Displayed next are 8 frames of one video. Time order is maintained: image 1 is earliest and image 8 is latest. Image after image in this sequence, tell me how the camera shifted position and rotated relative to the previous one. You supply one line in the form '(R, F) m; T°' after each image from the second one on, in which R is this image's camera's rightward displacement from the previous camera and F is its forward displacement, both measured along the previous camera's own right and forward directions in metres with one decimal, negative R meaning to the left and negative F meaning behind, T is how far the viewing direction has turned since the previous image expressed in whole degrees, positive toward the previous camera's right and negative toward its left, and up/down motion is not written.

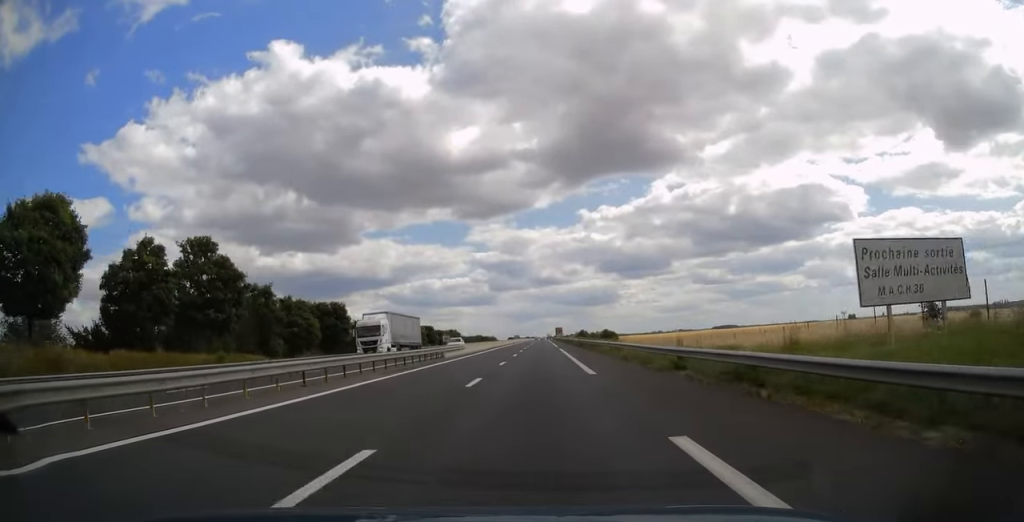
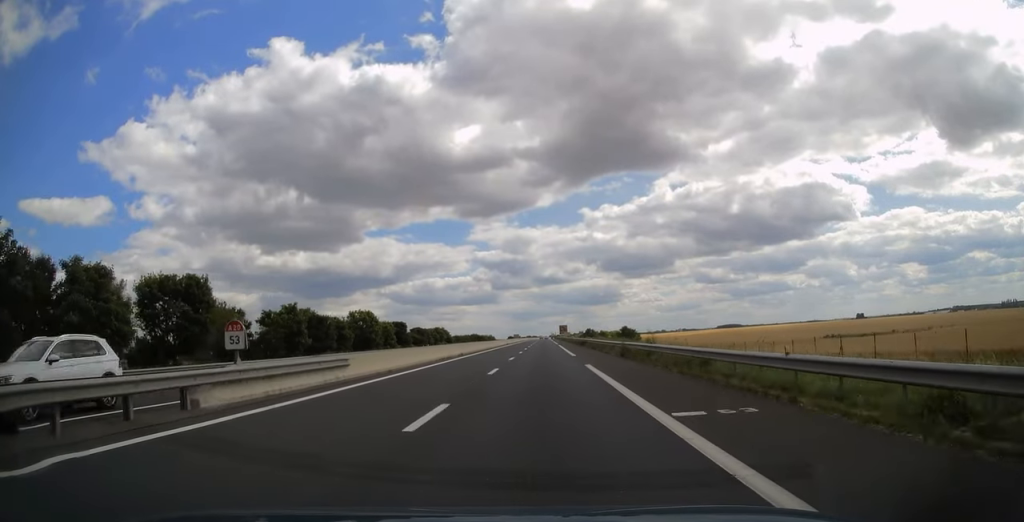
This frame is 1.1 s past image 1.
(-0.1, +32.9) m; 0°
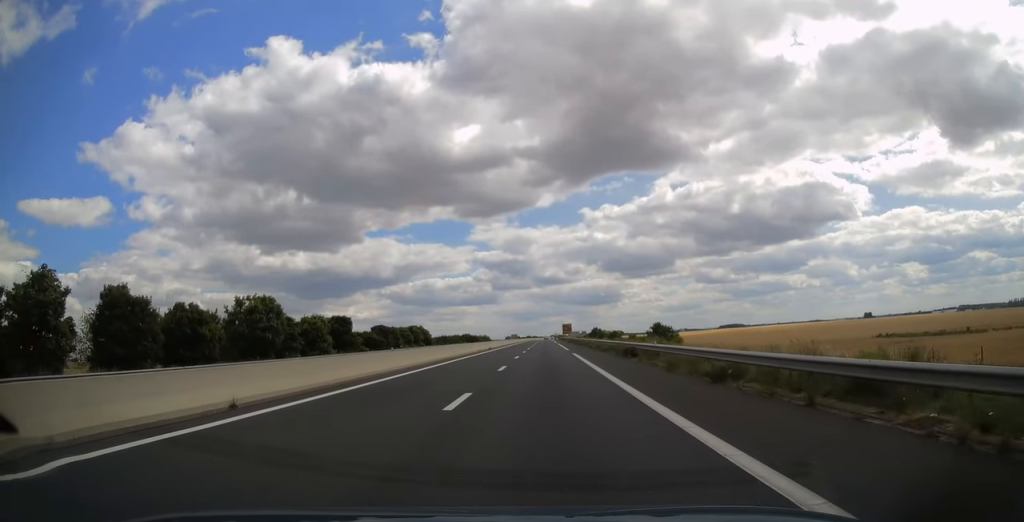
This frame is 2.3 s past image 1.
(0.0, +35.3) m; 0°
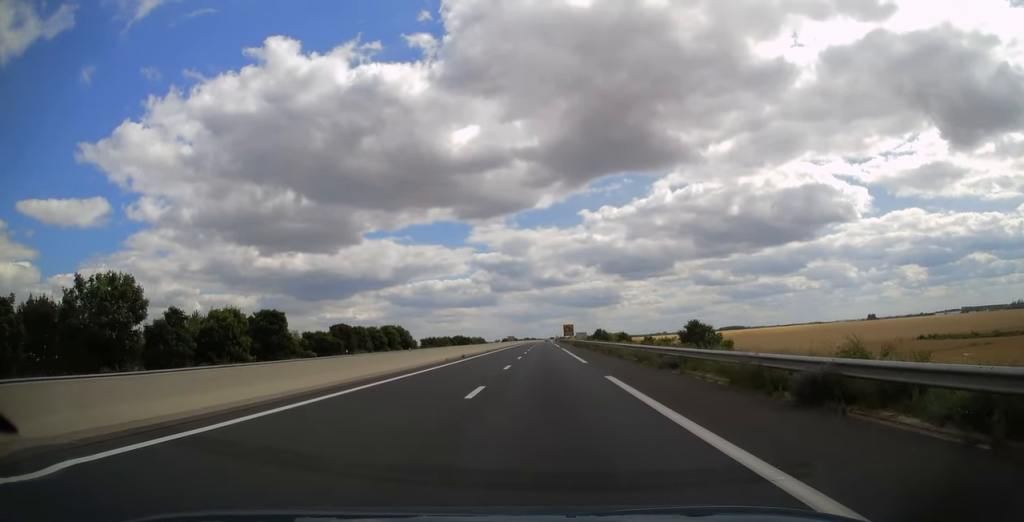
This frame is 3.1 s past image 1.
(0.0, +22.5) m; 0°
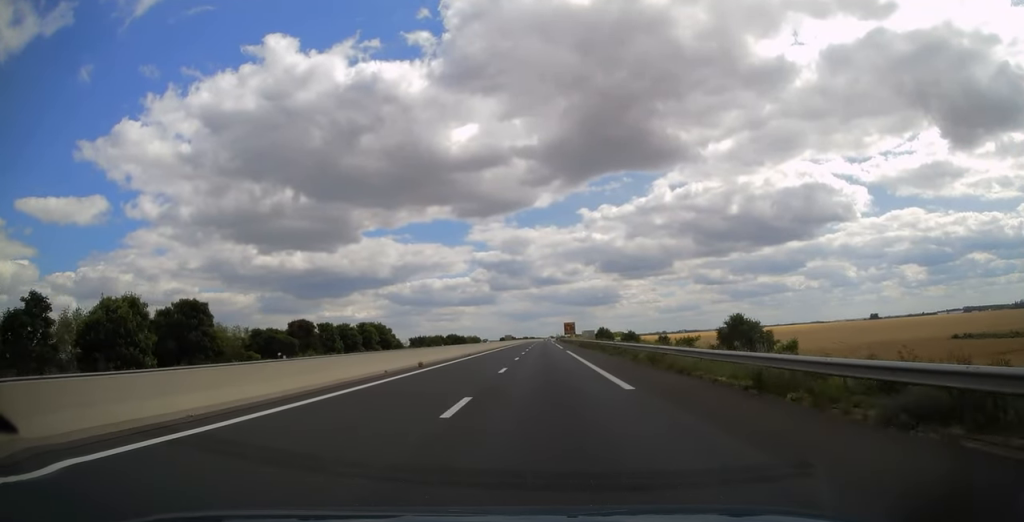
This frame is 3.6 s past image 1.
(0.0, +15.7) m; 0°
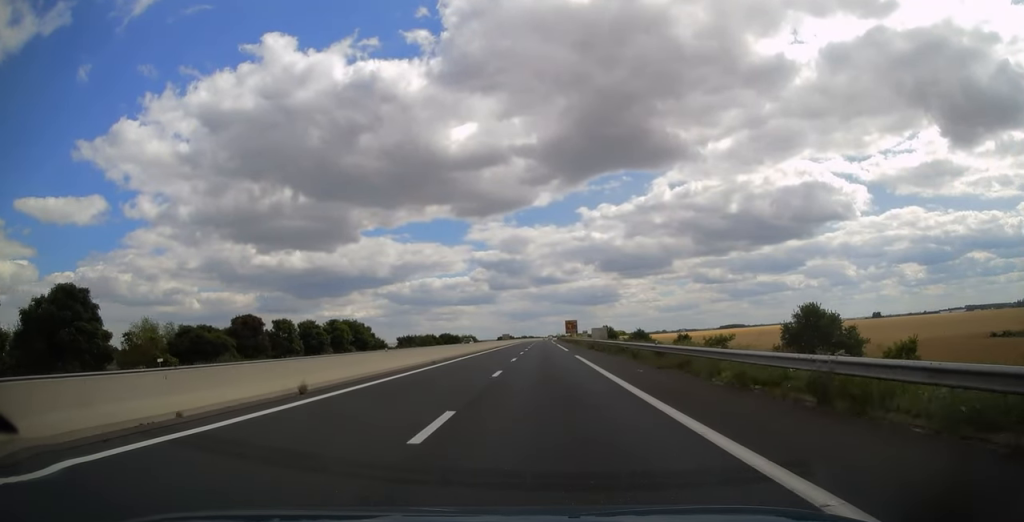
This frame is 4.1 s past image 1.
(0.0, +15.2) m; 0°
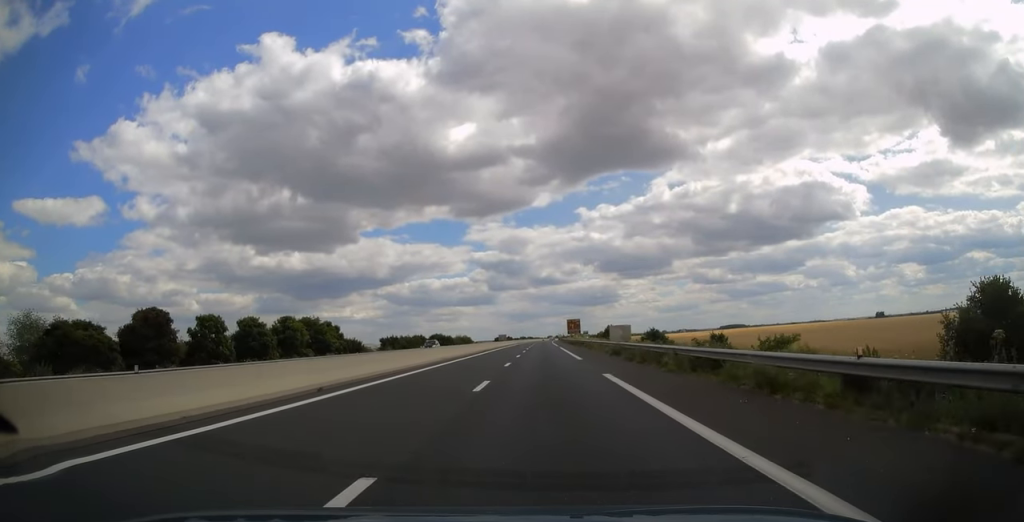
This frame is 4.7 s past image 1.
(0.0, +17.6) m; 0°
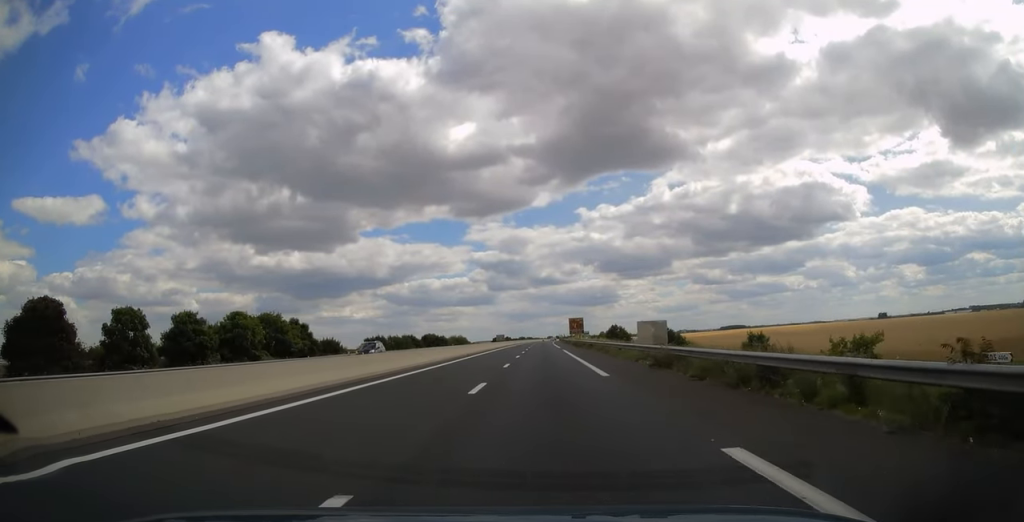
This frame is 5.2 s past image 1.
(0.0, +13.2) m; 0°
